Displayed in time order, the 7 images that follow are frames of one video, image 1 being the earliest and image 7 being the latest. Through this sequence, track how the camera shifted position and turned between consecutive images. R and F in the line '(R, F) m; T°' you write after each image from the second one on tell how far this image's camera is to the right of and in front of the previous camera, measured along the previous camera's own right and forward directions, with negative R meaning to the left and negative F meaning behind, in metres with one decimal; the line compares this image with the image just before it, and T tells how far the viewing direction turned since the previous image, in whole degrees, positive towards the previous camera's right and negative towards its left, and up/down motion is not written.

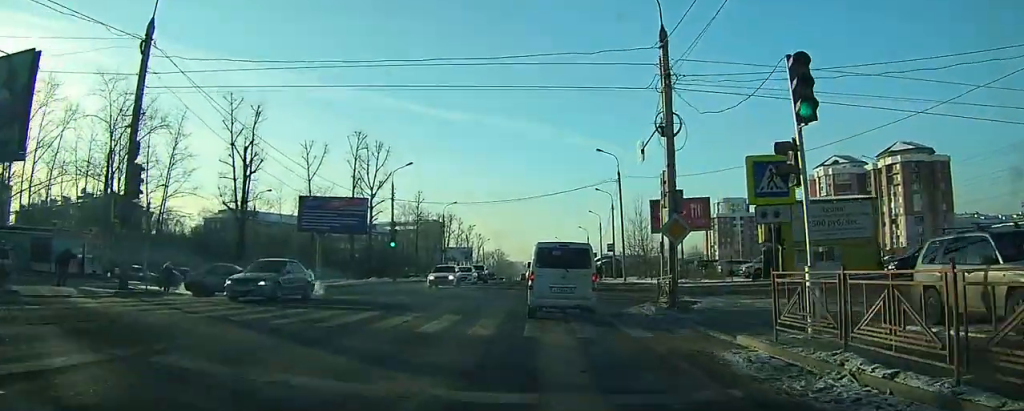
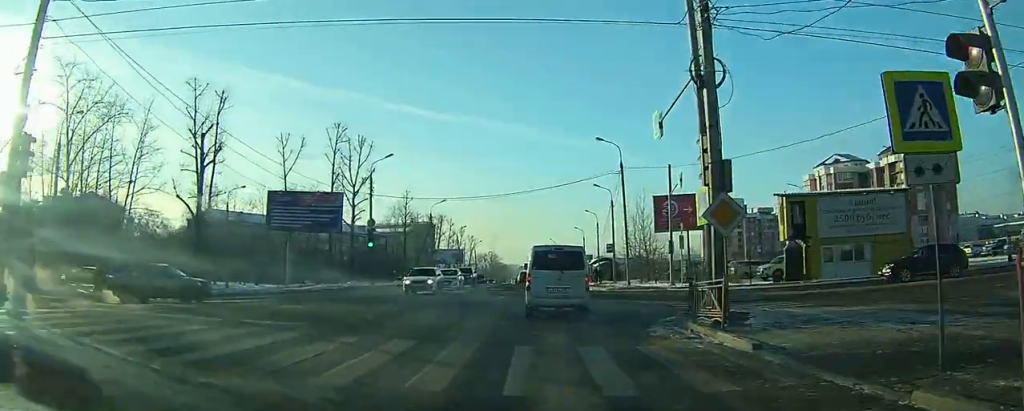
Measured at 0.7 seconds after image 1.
(0.0, +4.9) m; +1°
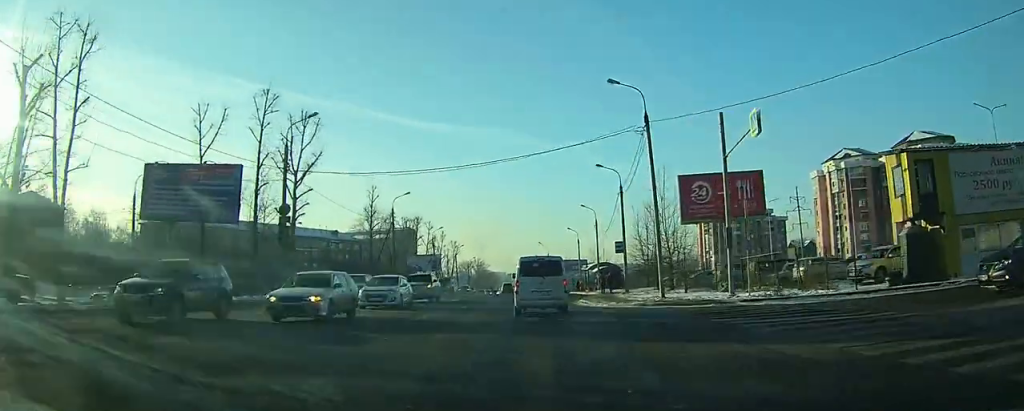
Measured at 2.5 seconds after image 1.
(+0.1, +13.9) m; 0°
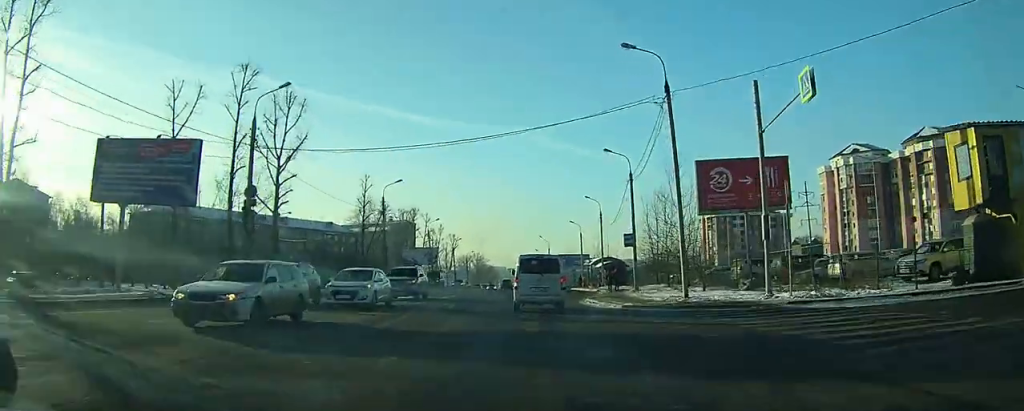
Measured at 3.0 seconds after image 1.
(0.0, +4.1) m; -1°
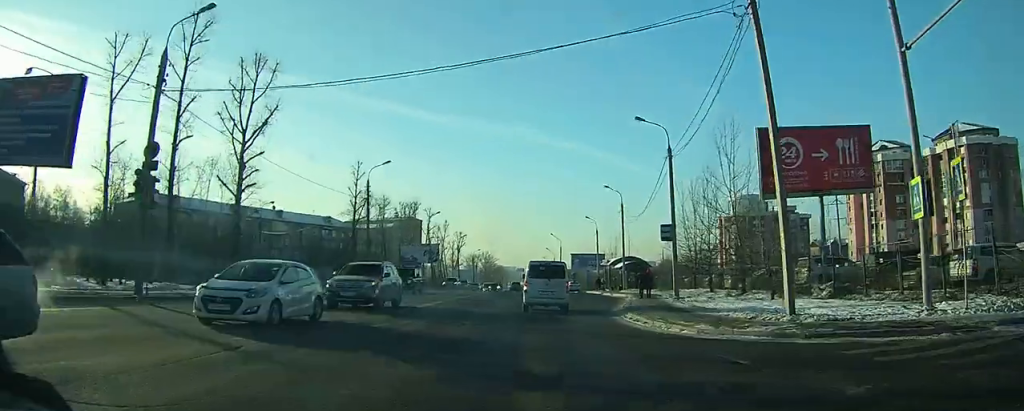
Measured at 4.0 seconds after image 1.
(-0.2, +8.7) m; -2°
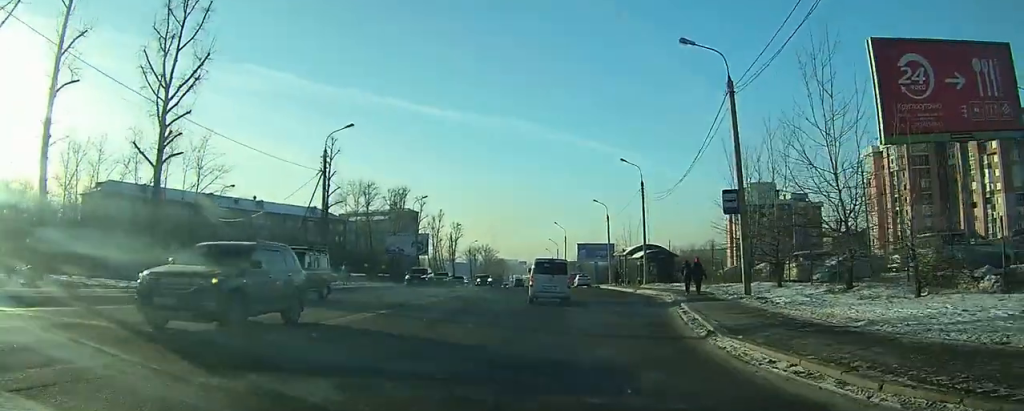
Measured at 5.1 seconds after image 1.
(-0.1, +10.2) m; 0°
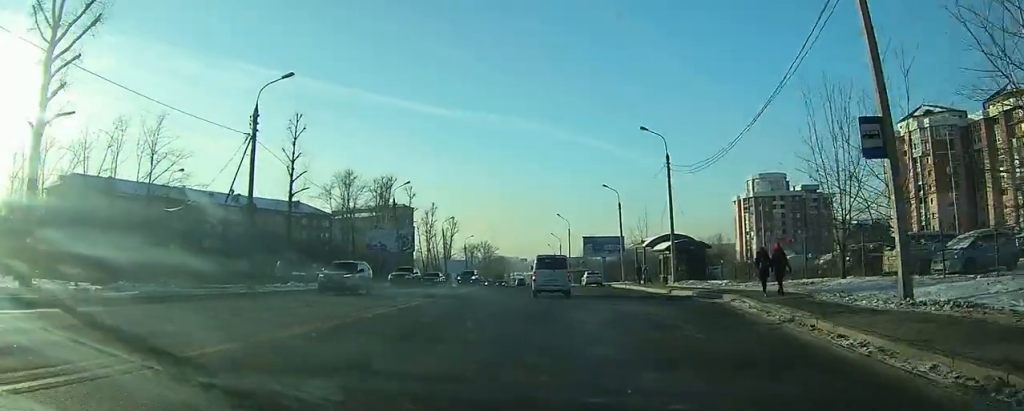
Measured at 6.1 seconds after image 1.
(0.0, +9.3) m; 0°
